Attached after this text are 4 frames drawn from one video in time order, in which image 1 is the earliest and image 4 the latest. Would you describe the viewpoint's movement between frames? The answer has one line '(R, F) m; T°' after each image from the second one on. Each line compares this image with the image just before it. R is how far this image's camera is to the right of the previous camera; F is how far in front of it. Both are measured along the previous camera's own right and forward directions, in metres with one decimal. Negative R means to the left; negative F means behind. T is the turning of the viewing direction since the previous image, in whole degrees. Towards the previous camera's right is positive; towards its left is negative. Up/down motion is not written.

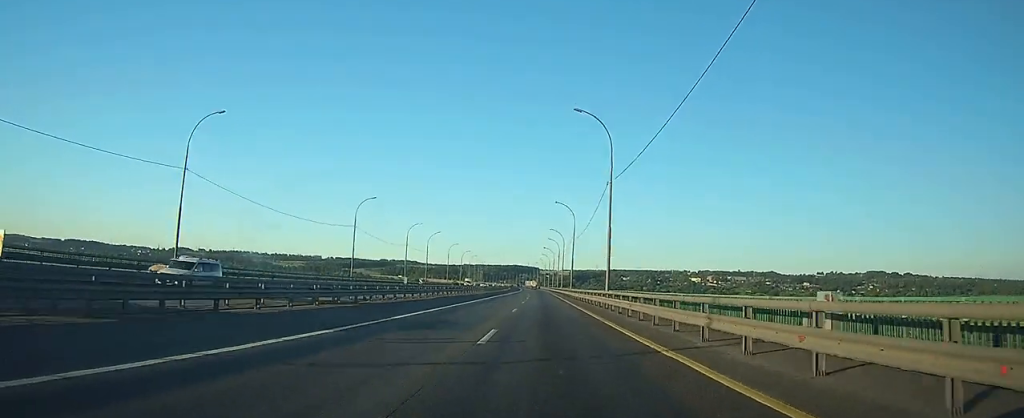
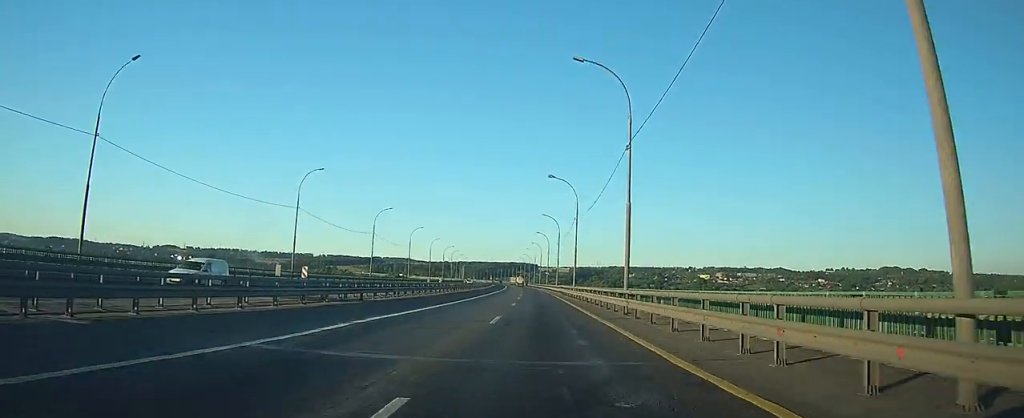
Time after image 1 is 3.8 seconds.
(+0.2, +107.5) m; 0°
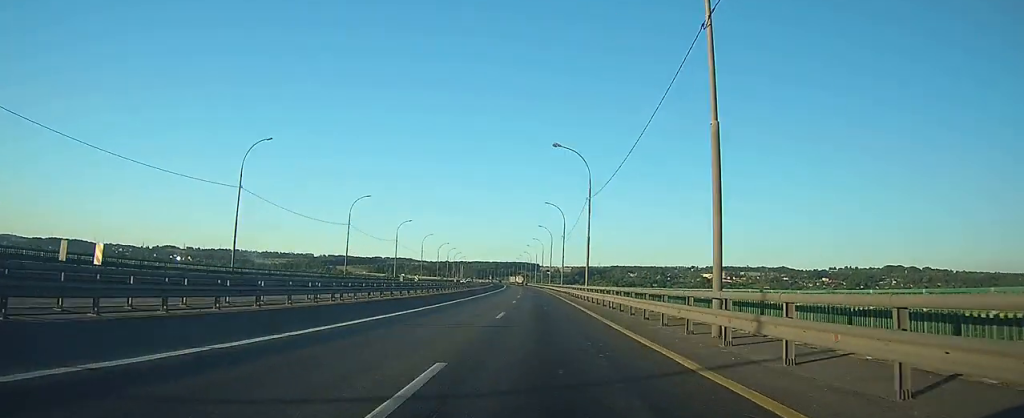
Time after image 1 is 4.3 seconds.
(0.0, +13.9) m; 0°
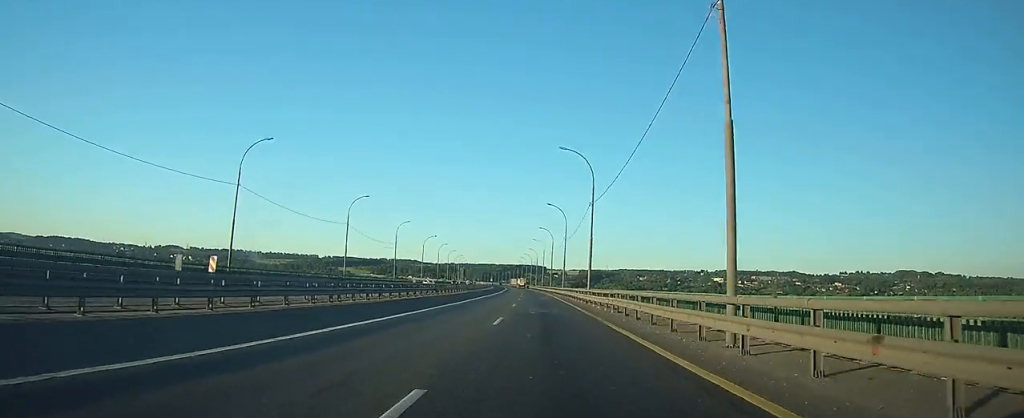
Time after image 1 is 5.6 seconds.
(-0.2, +34.8) m; -1°
